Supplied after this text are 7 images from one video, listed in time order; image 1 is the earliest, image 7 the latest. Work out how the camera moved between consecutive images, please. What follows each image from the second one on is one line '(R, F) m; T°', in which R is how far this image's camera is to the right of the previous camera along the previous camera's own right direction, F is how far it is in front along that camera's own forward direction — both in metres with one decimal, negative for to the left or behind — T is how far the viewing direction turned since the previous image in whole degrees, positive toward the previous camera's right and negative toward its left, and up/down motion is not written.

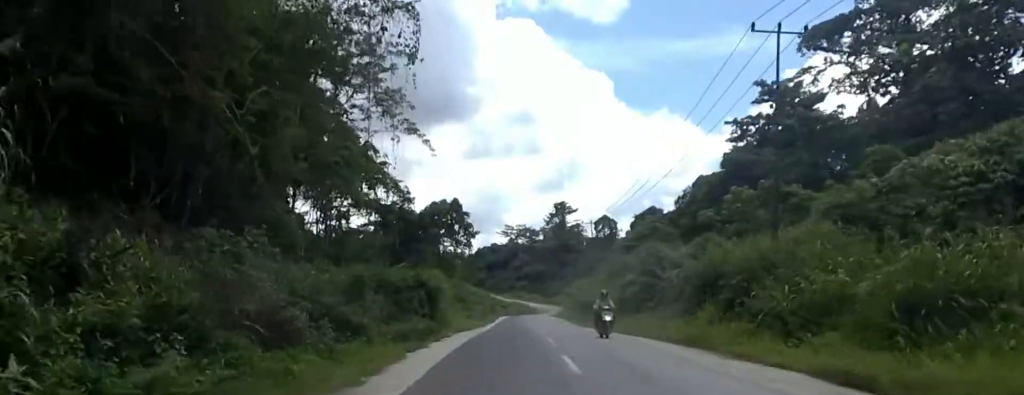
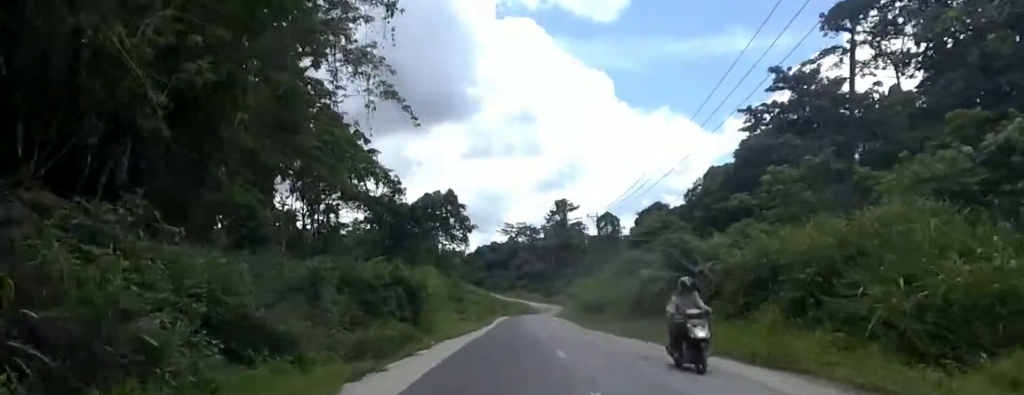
(+0.2, +4.7) m; -2°
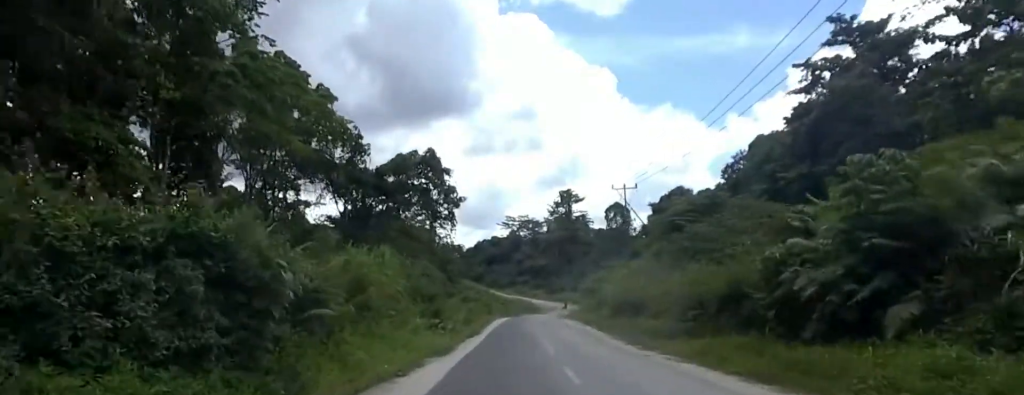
(-1.2, +13.8) m; -1°
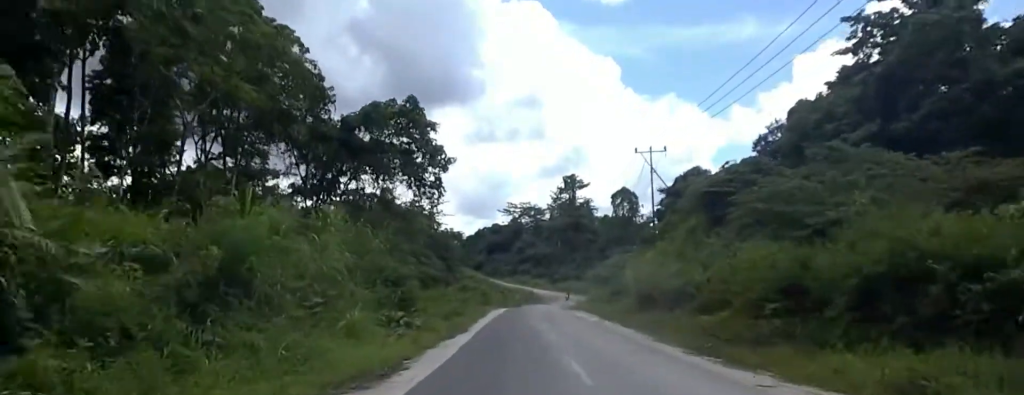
(+0.7, +8.3) m; +4°
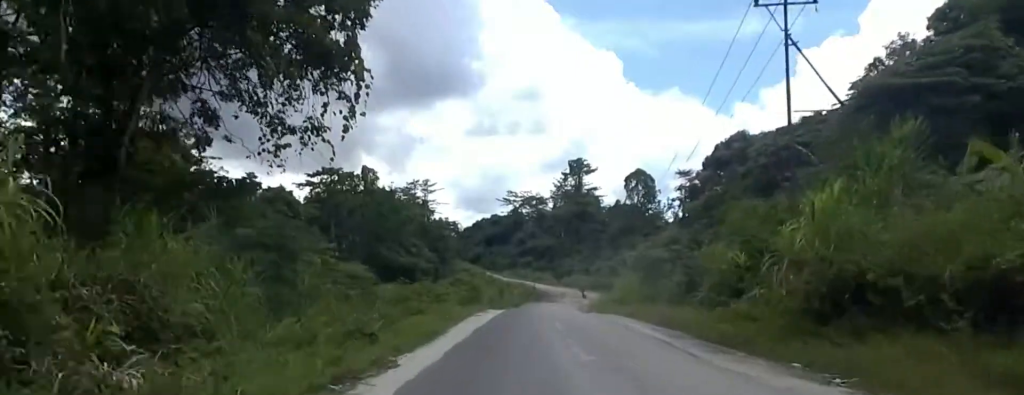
(-0.1, +19.2) m; -5°
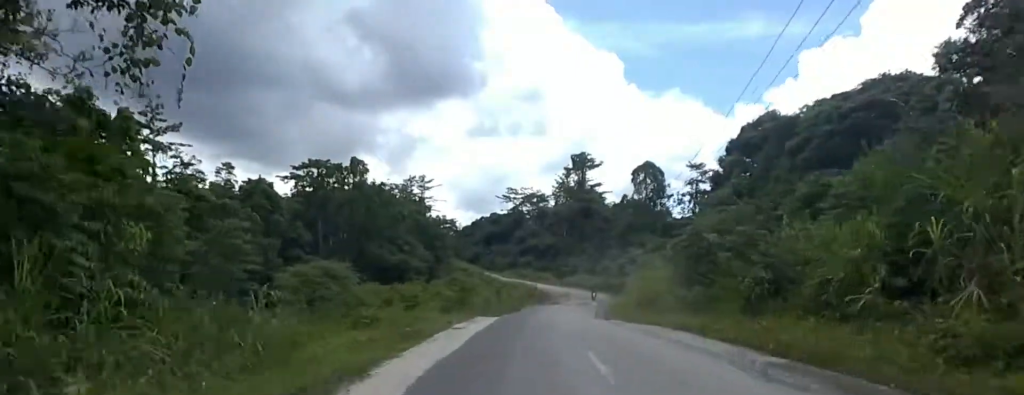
(-1.0, +9.2) m; +1°
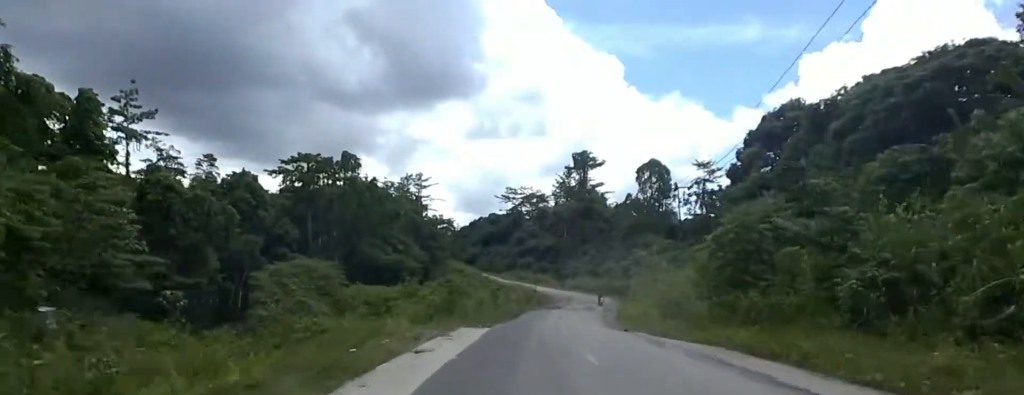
(+0.7, +5.8) m; +4°
